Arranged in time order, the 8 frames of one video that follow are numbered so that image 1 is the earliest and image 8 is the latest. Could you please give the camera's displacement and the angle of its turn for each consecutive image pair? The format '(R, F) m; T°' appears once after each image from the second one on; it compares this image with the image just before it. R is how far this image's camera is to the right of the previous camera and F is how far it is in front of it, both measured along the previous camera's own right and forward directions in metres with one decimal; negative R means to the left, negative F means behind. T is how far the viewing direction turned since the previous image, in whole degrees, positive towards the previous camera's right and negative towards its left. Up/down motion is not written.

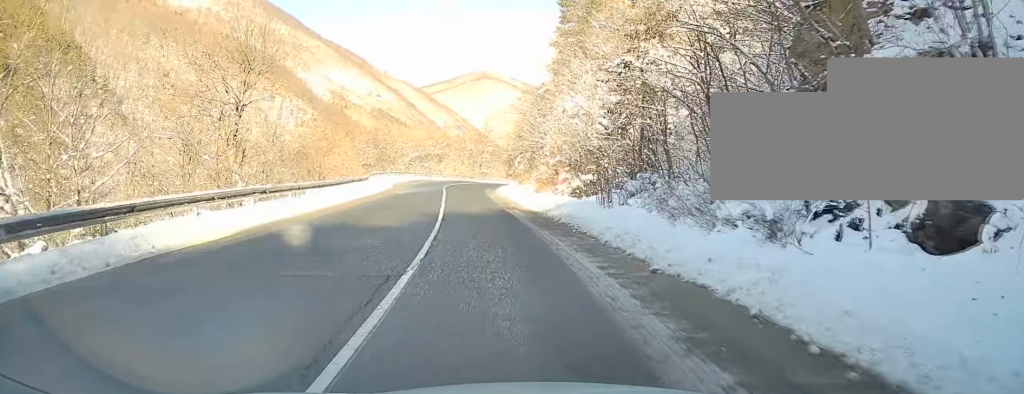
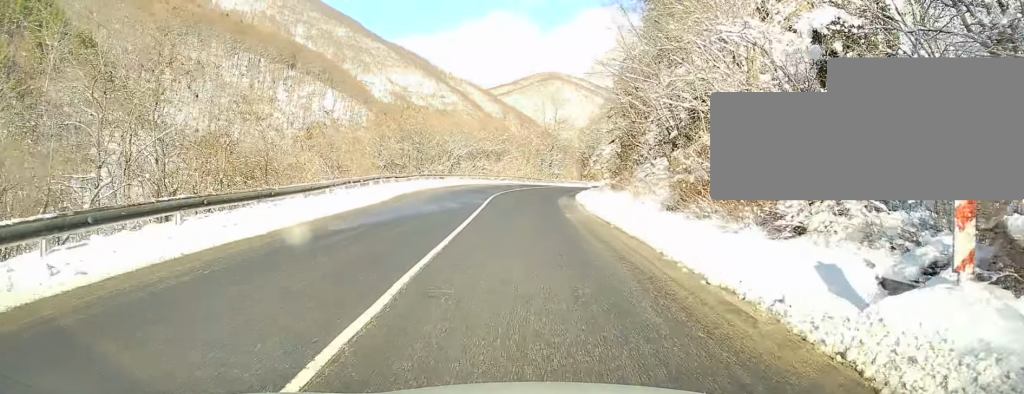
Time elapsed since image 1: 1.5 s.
(-1.2, +24.4) m; -3°
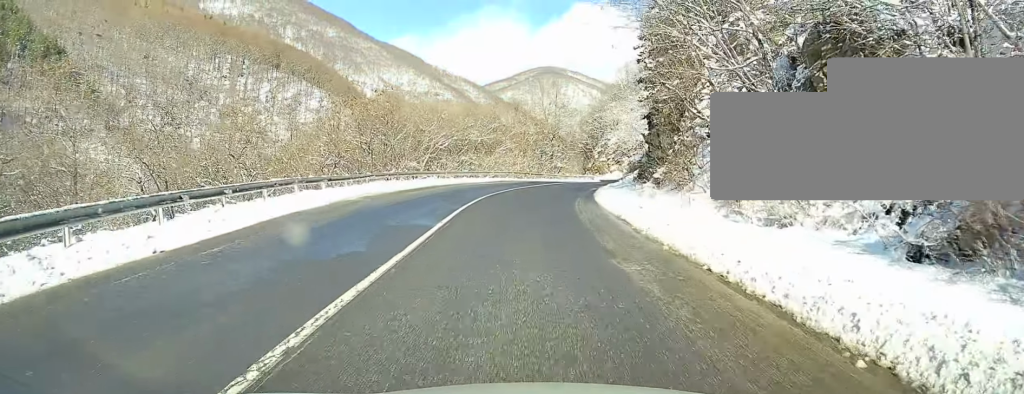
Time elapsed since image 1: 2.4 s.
(+0.2, +15.0) m; +1°
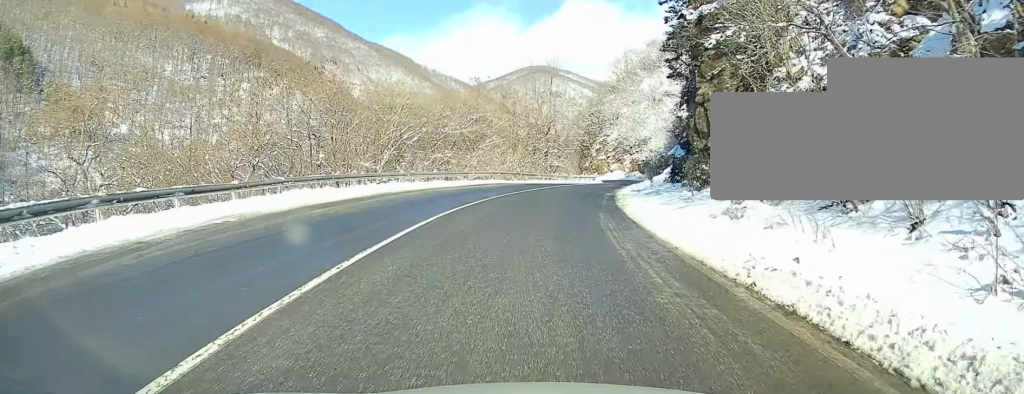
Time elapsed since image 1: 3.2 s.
(0.0, +12.7) m; +2°
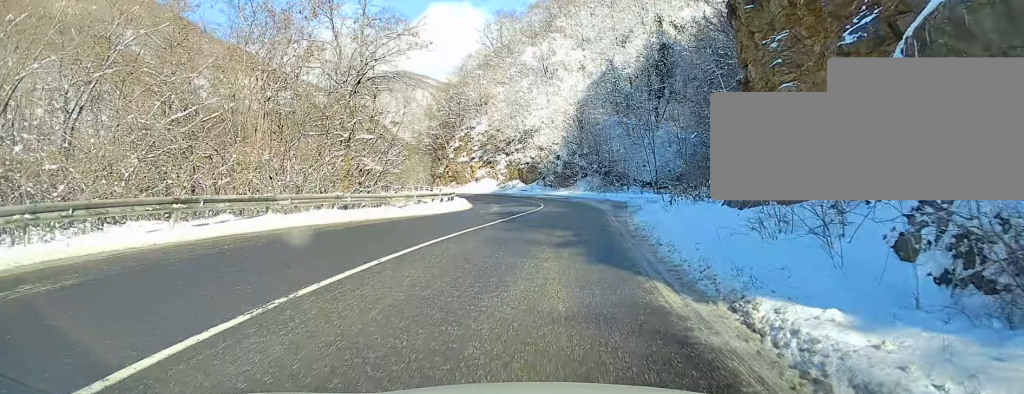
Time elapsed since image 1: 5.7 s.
(+3.8, +35.4) m; +12°
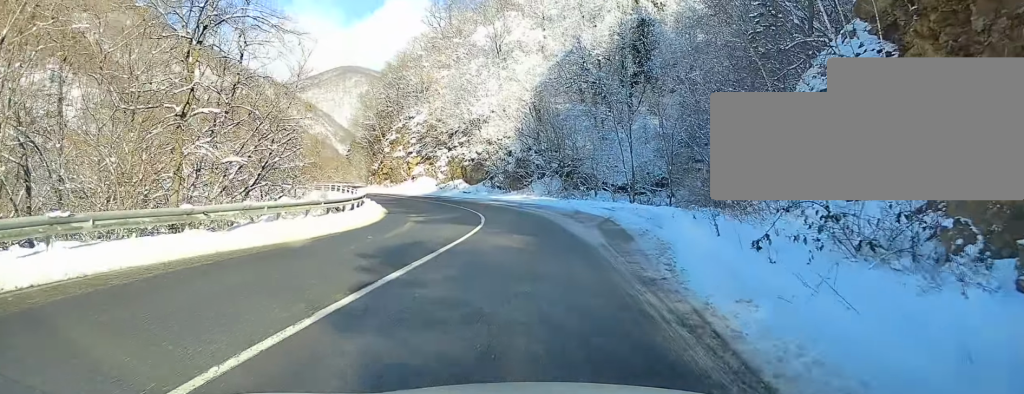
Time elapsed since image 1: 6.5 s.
(+0.3, +11.1) m; +1°
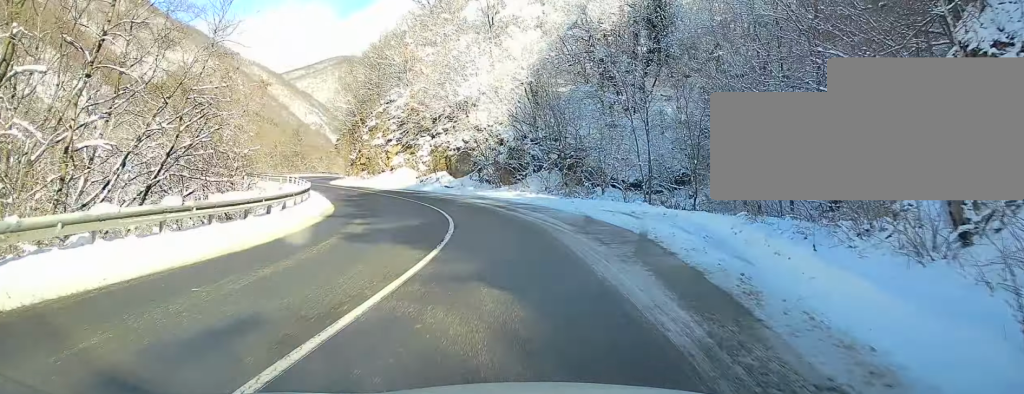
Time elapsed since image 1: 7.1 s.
(+0.2, +7.5) m; -2°
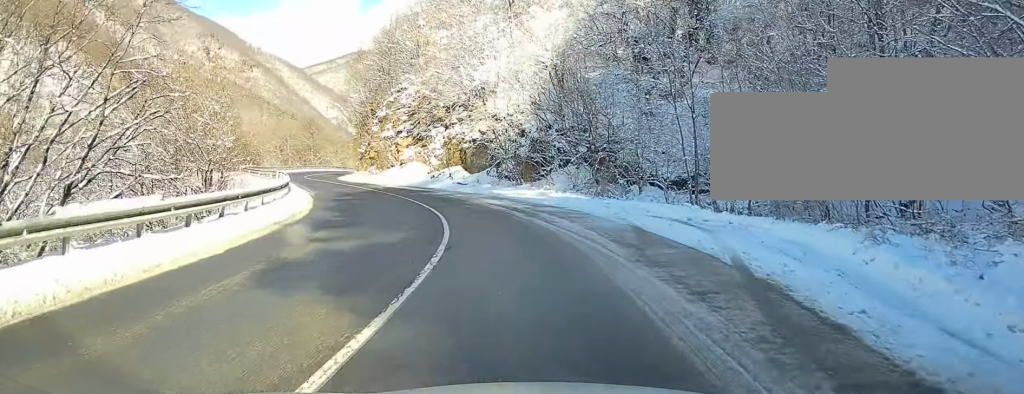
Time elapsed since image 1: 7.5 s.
(-0.1, +5.2) m; -3°
